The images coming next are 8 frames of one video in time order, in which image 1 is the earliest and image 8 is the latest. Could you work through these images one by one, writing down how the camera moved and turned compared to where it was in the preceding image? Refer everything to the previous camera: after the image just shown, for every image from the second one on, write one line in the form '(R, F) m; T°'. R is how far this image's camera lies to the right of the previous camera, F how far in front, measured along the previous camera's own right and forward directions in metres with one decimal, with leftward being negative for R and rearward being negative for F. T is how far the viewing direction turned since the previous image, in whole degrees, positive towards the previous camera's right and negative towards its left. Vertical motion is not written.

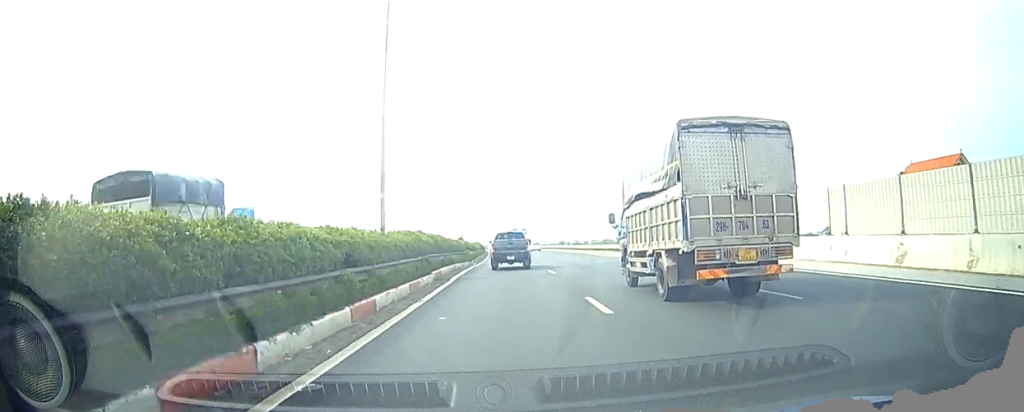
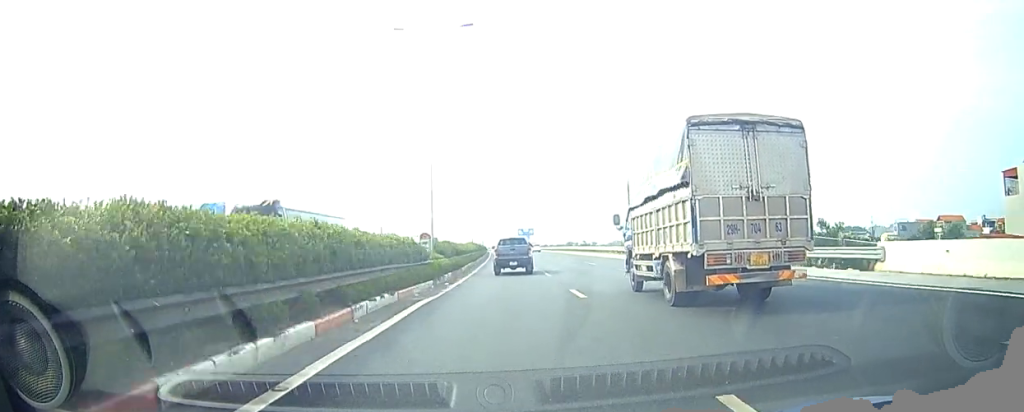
(+0.1, +18.0) m; 0°
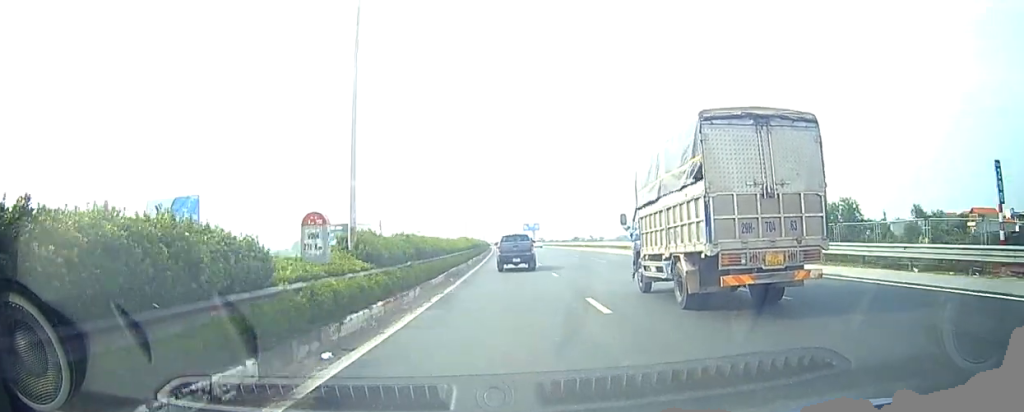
(0.0, +13.7) m; 0°
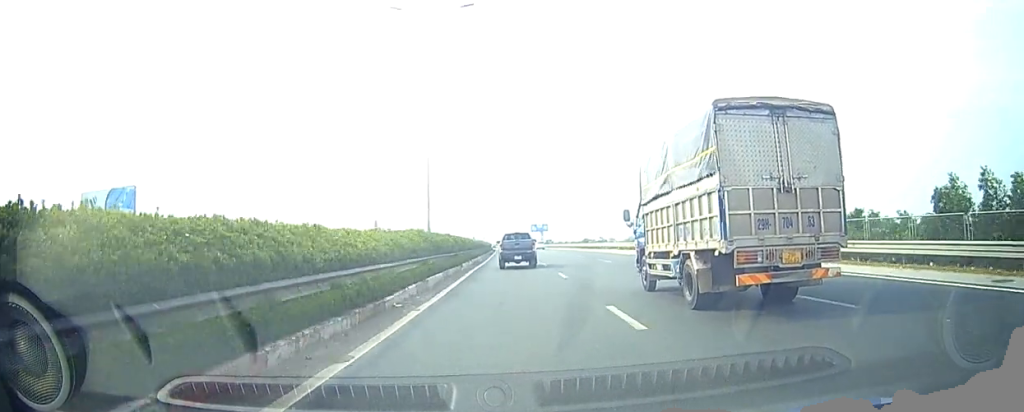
(-0.3, +23.5) m; -2°
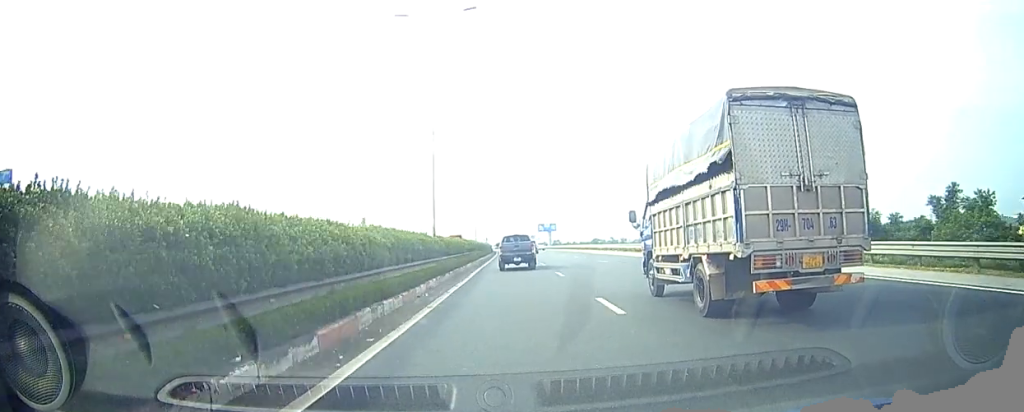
(-0.4, +30.9) m; -1°
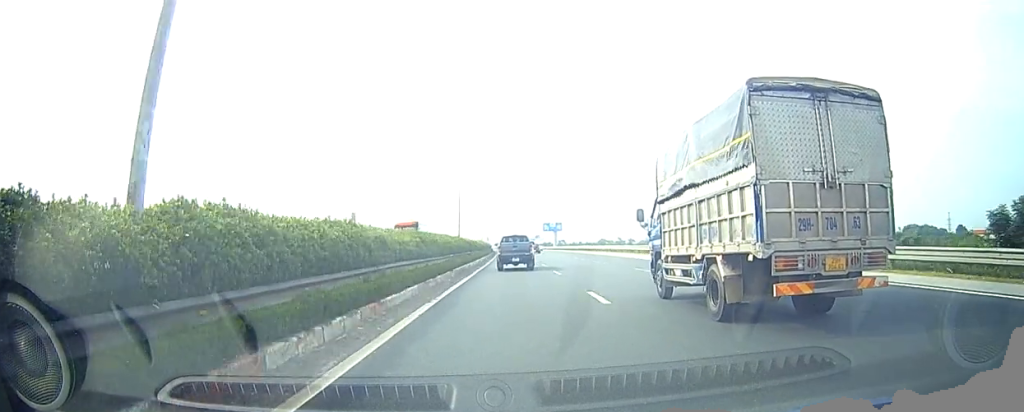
(-0.3, +21.4) m; -2°
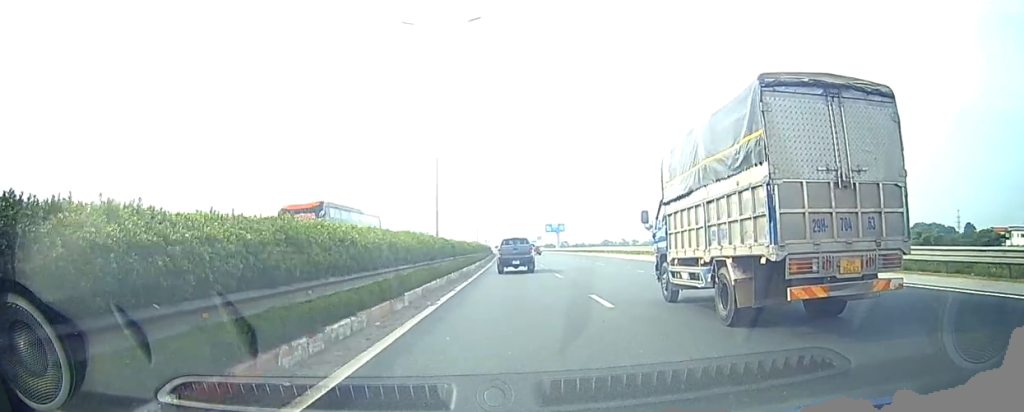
(-0.2, +11.4) m; 0°
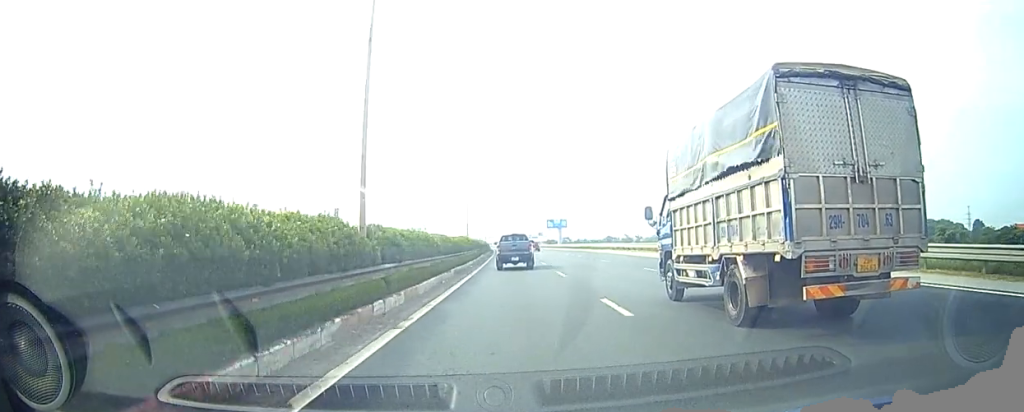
(-0.1, +13.1) m; 0°
